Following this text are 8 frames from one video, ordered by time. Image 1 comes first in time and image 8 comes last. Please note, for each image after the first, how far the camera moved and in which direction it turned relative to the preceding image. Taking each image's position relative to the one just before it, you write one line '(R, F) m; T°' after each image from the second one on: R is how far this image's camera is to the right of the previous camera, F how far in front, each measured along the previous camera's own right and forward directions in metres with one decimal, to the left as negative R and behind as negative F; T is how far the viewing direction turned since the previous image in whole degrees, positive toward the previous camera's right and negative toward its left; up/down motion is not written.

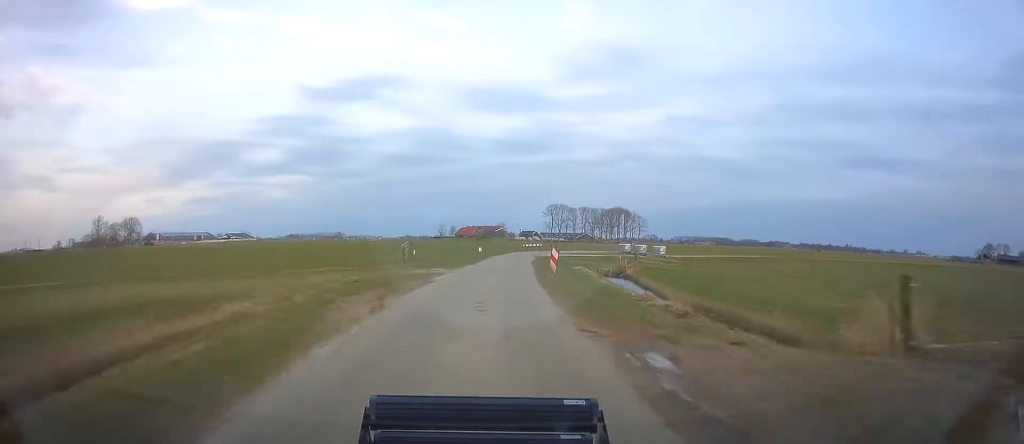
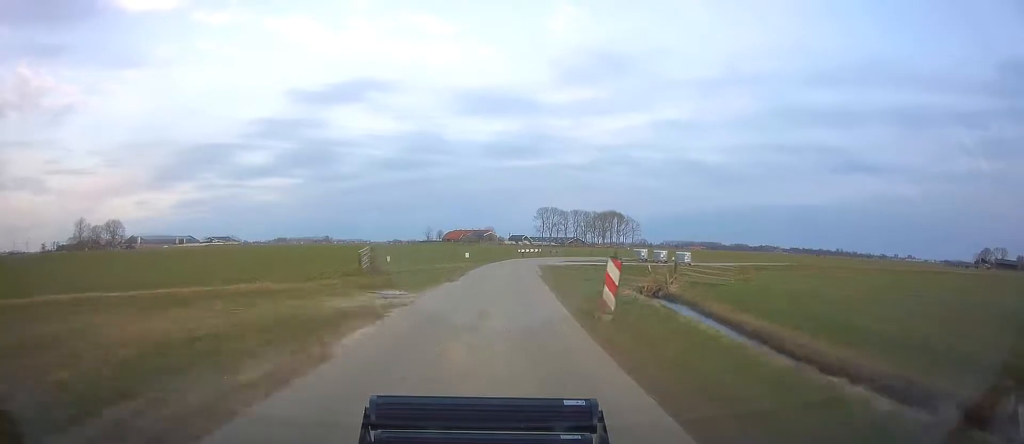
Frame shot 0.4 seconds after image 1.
(+0.4, +11.0) m; +2°
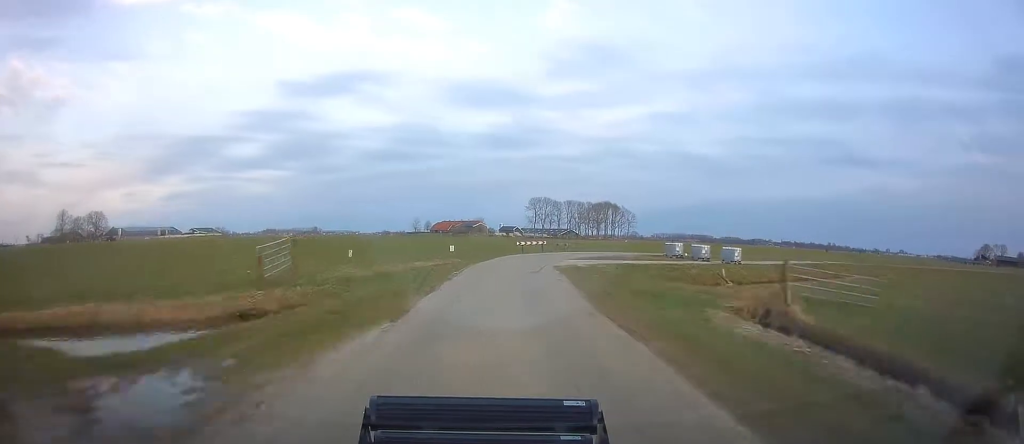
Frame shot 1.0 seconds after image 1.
(+0.3, +13.3) m; +2°
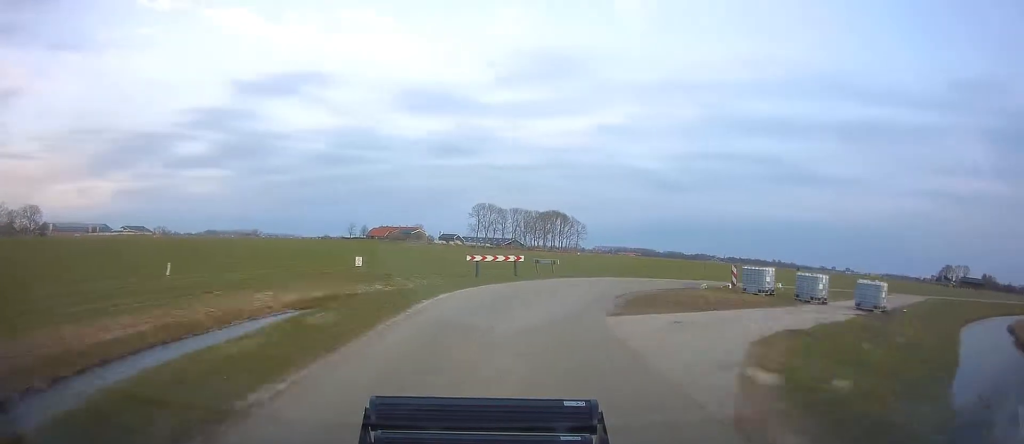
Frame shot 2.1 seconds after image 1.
(+0.5, +22.9) m; +7°
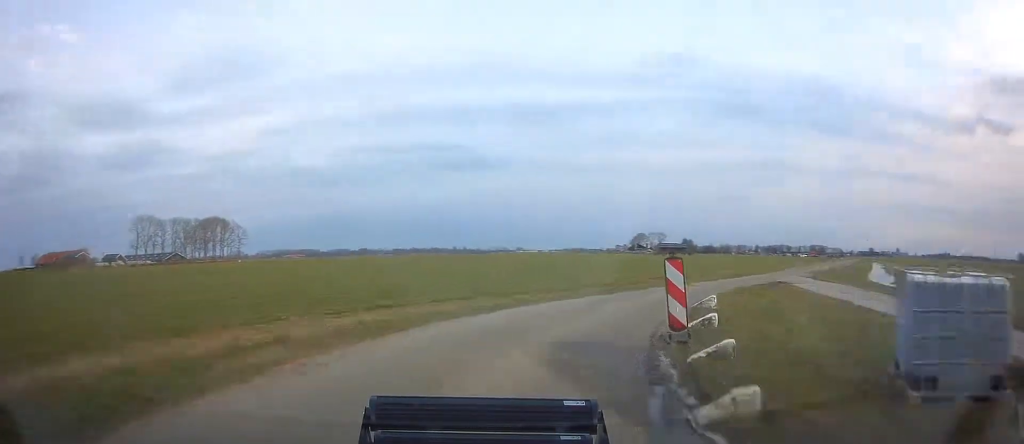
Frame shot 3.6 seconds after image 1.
(+5.6, +21.6) m; +32°
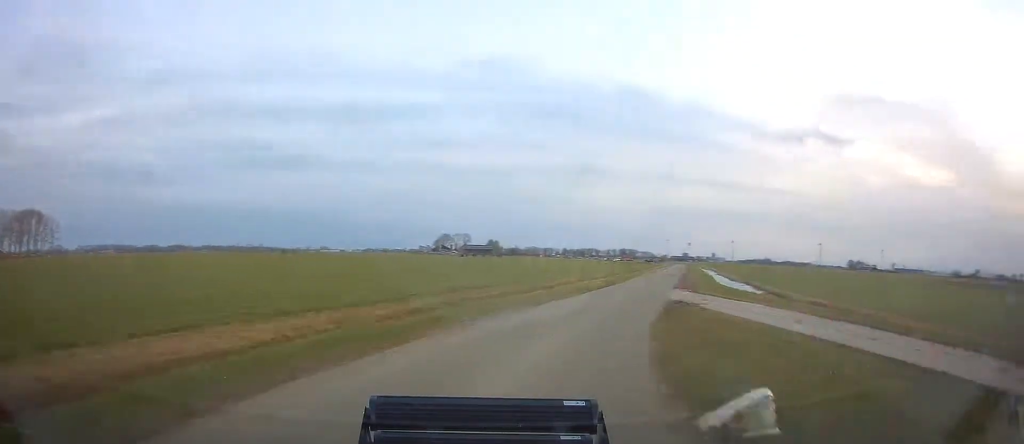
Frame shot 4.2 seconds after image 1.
(+0.7, +8.3) m; +15°
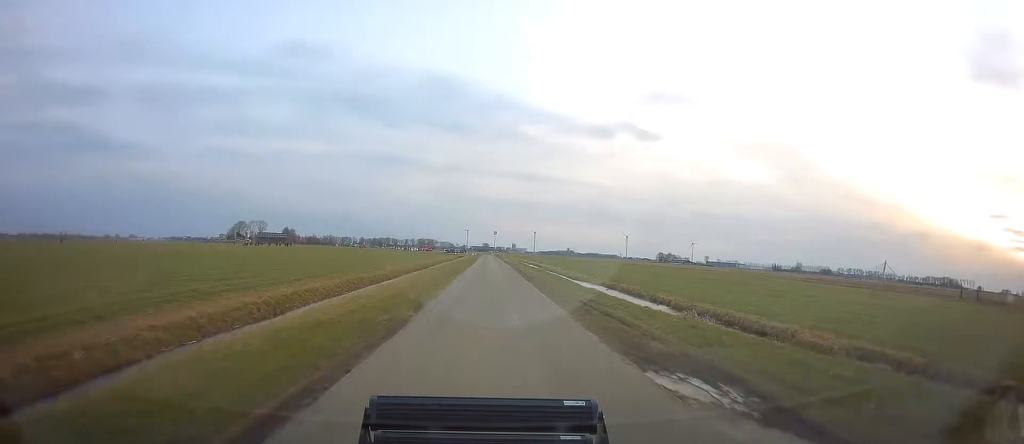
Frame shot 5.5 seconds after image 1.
(+5.2, +21.6) m; +18°
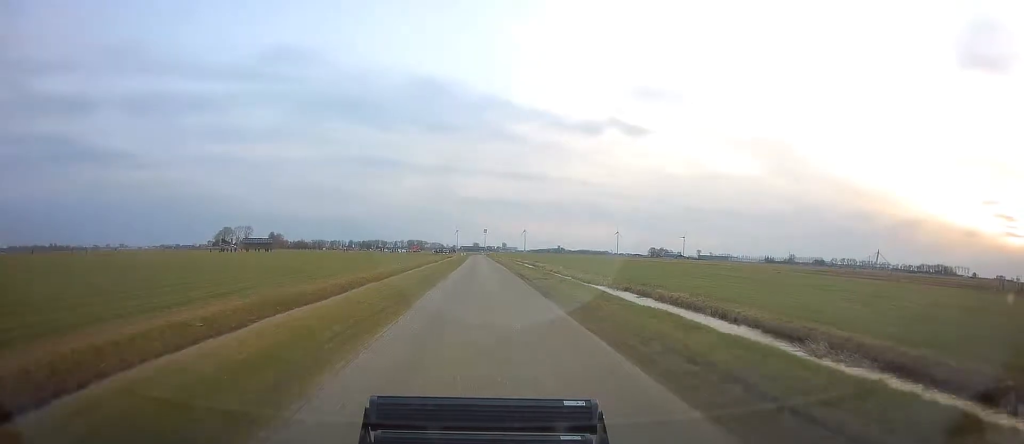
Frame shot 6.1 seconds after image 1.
(+0.4, +10.4) m; +3°
